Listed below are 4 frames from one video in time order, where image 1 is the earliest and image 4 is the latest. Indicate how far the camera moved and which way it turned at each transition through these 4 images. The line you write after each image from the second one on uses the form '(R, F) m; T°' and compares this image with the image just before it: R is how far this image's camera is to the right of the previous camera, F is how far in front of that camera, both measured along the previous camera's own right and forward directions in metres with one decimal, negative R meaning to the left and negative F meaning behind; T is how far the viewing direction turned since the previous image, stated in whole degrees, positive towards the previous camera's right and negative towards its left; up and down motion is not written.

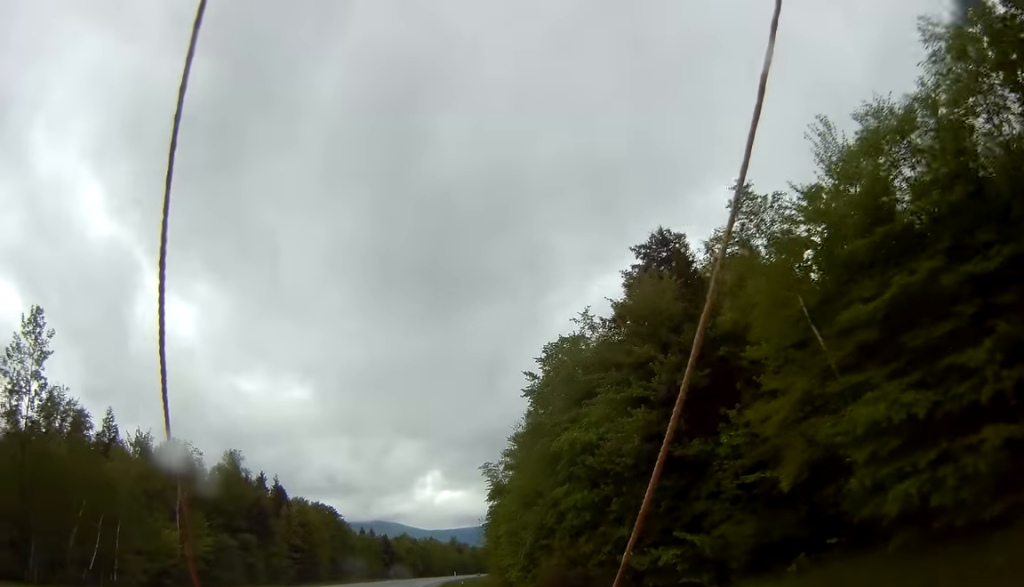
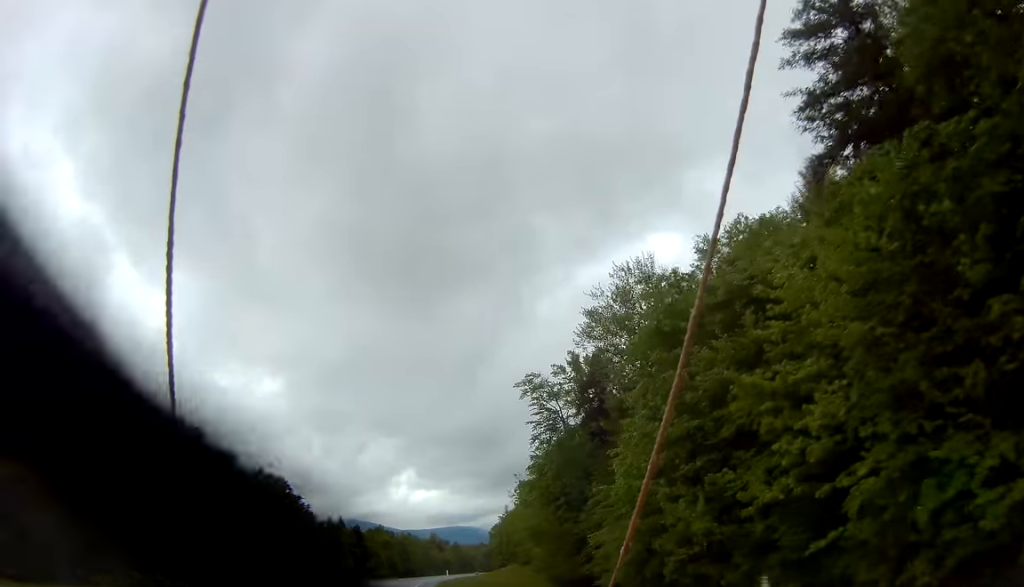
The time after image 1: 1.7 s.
(+0.9, +44.4) m; +2°
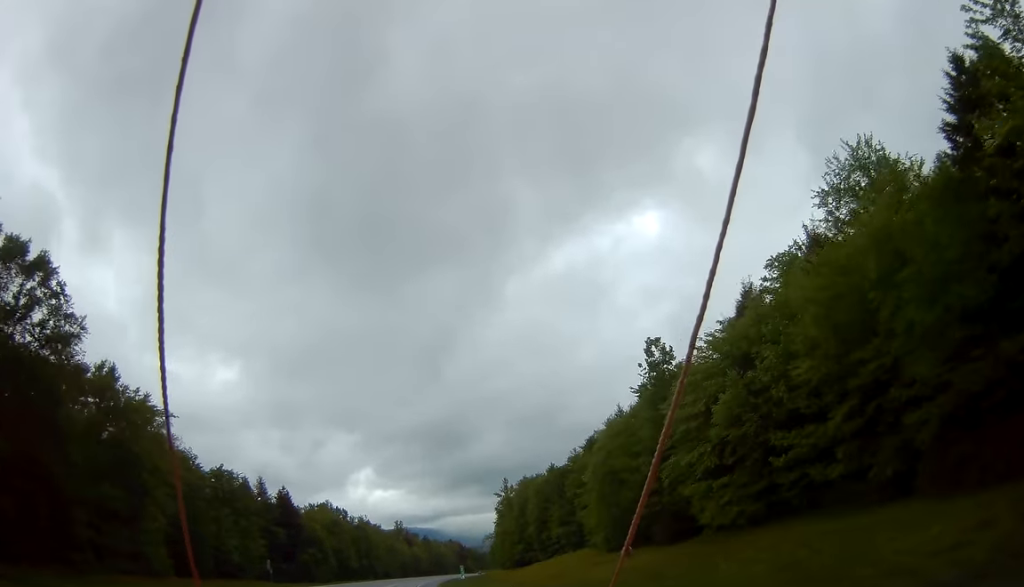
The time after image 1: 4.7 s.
(+2.0, +80.5) m; +4°
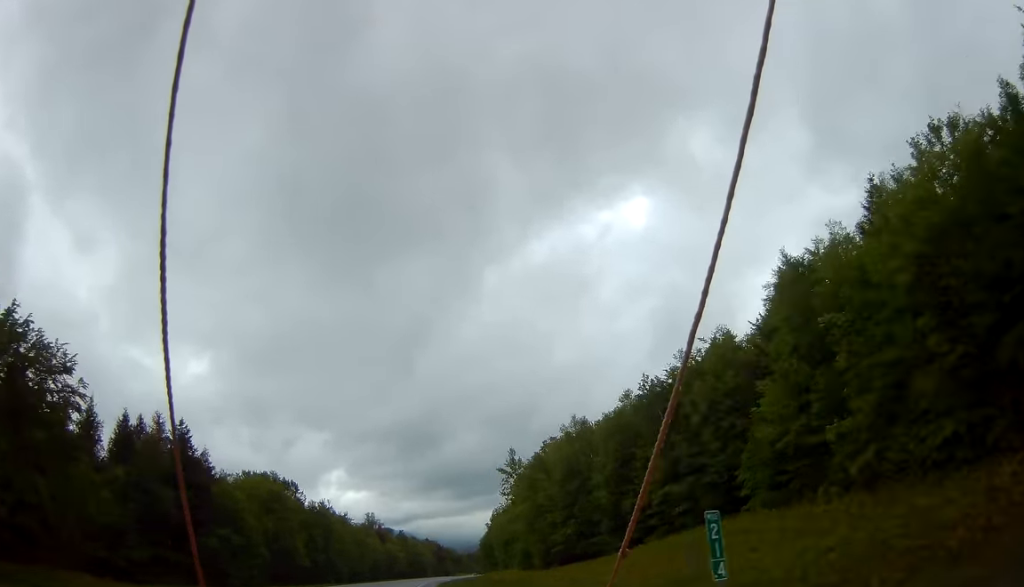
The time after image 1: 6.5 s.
(+1.1, +48.8) m; +2°
